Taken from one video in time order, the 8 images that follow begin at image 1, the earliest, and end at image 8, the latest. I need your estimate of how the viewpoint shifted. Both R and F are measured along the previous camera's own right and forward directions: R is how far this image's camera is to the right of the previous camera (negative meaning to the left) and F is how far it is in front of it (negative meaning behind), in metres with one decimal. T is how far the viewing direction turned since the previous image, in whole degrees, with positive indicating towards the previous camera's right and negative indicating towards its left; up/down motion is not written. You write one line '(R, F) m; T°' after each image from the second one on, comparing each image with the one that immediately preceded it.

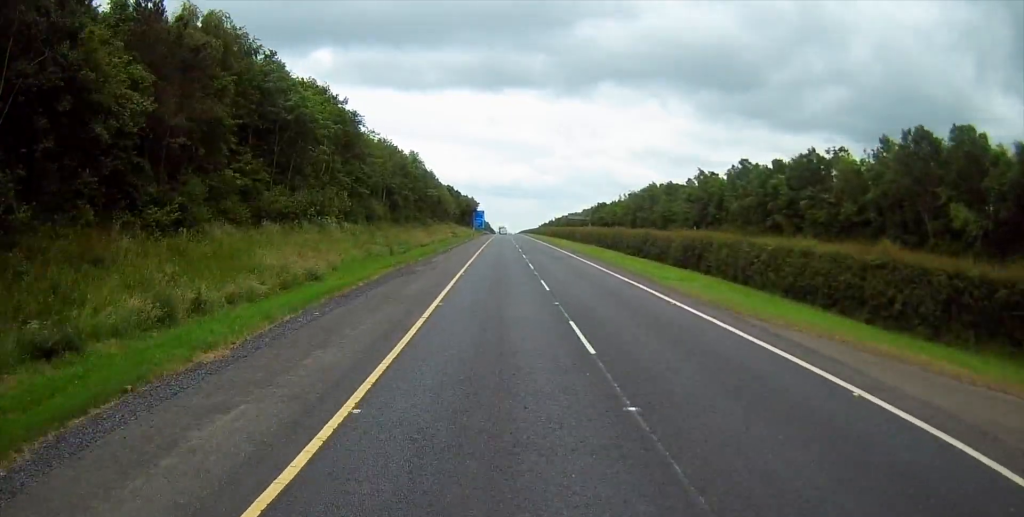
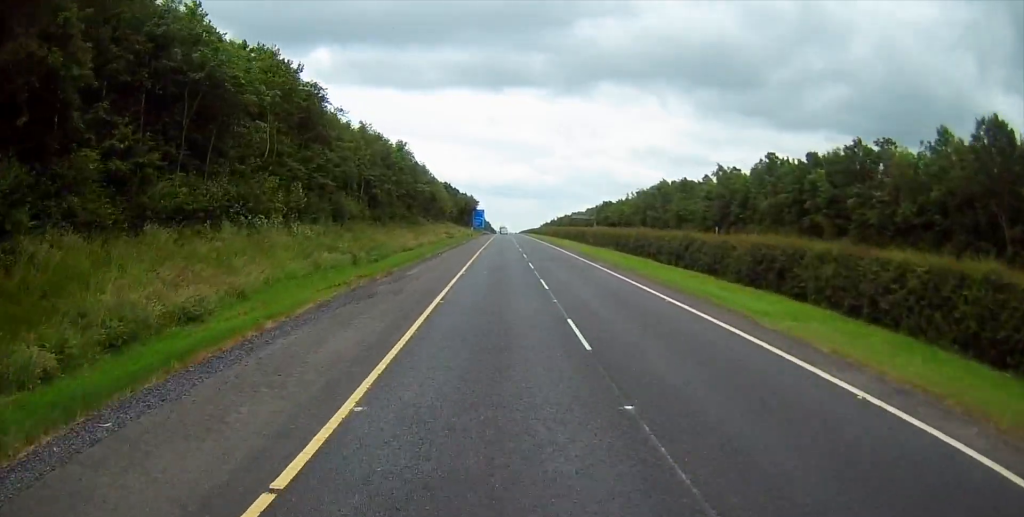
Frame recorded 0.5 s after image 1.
(-0.1, +11.6) m; 0°
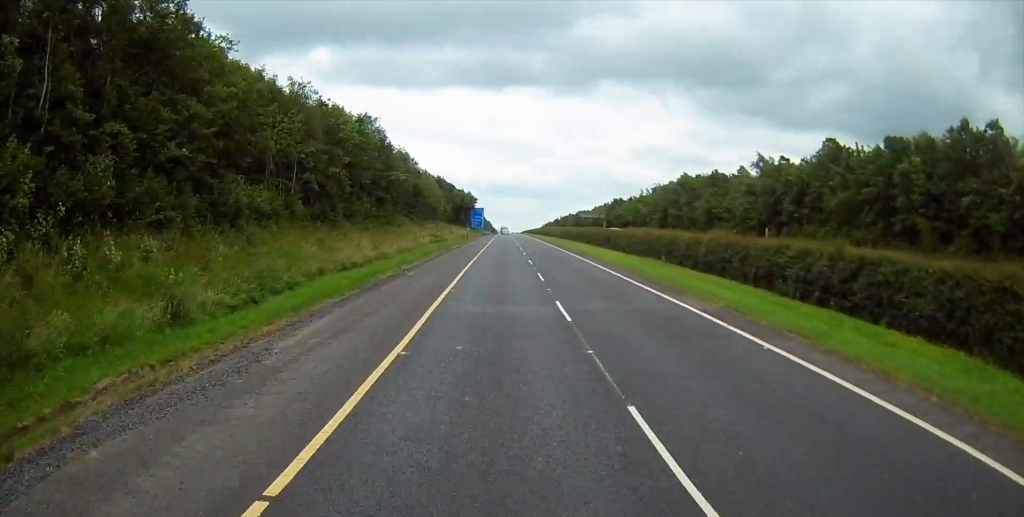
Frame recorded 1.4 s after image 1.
(+0.2, +20.1) m; +1°
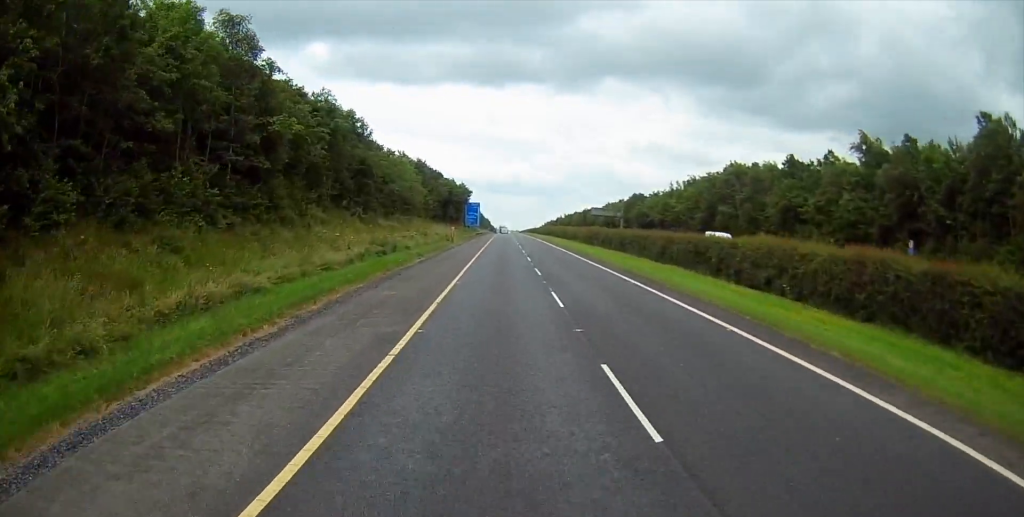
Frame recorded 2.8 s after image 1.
(+0.3, +33.2) m; +1°
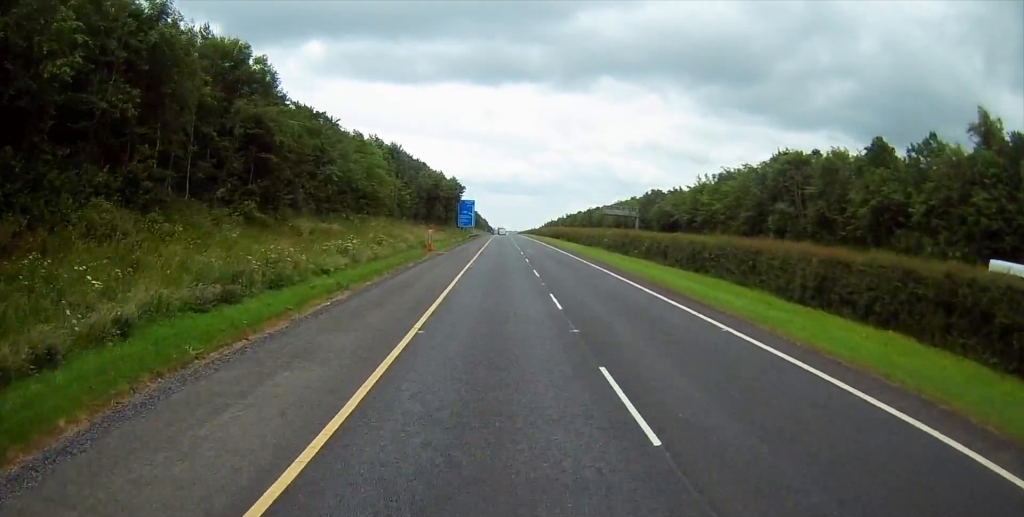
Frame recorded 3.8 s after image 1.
(+0.1, +24.0) m; 0°
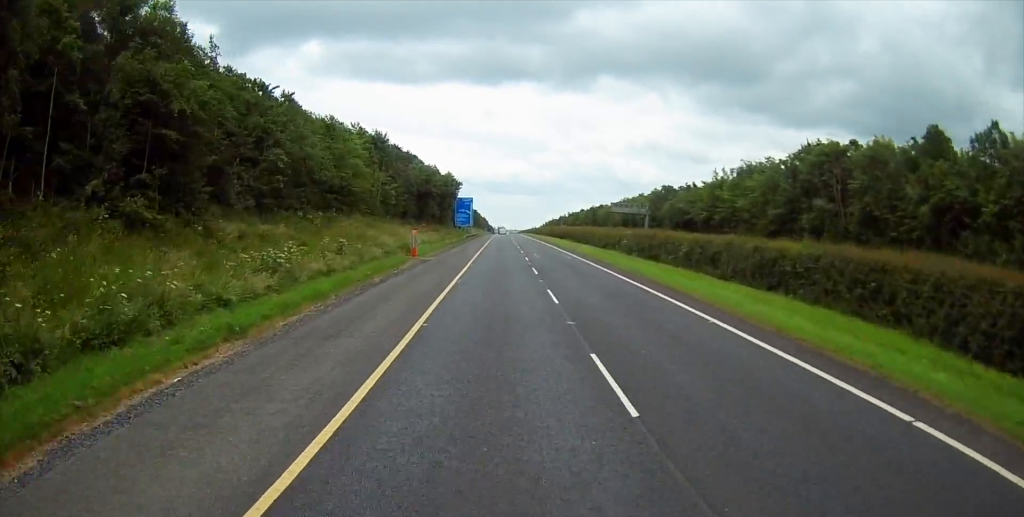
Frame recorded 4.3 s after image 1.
(-0.1, +10.8) m; 0°
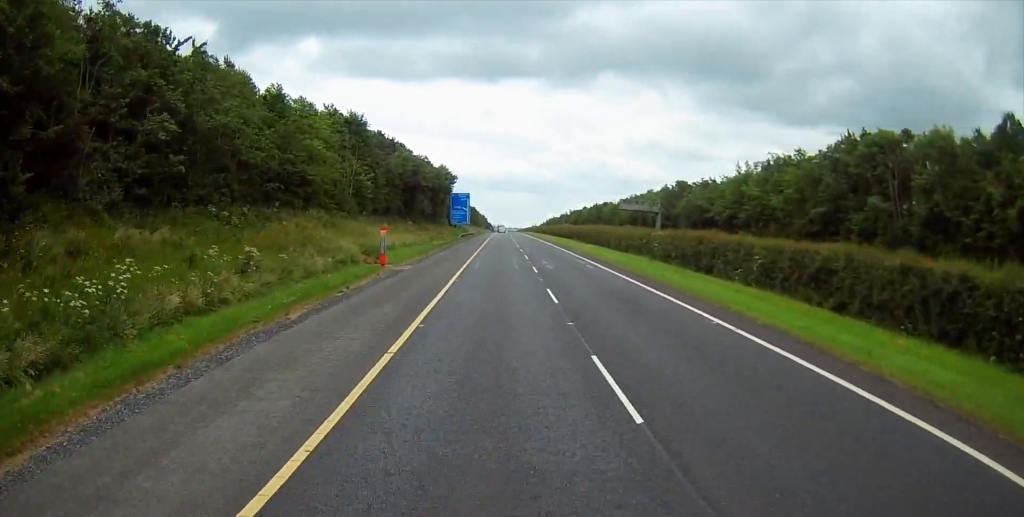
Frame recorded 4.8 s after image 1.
(0.0, +12.3) m; 0°
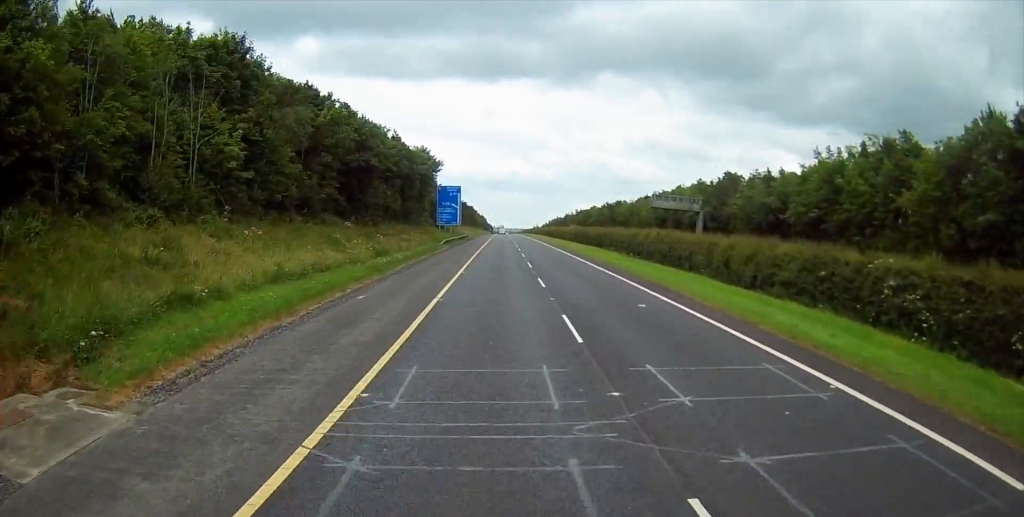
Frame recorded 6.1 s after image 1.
(-0.2, +30.0) m; 0°
